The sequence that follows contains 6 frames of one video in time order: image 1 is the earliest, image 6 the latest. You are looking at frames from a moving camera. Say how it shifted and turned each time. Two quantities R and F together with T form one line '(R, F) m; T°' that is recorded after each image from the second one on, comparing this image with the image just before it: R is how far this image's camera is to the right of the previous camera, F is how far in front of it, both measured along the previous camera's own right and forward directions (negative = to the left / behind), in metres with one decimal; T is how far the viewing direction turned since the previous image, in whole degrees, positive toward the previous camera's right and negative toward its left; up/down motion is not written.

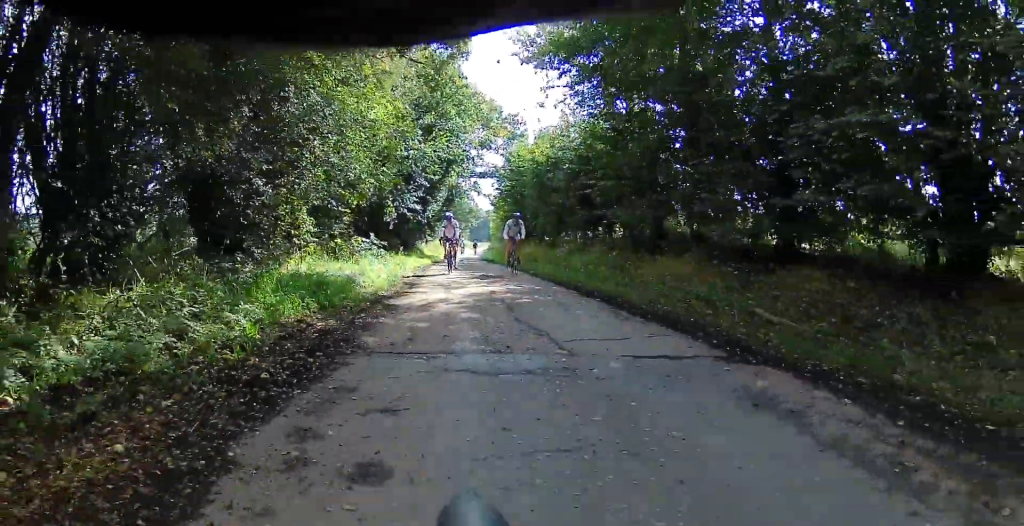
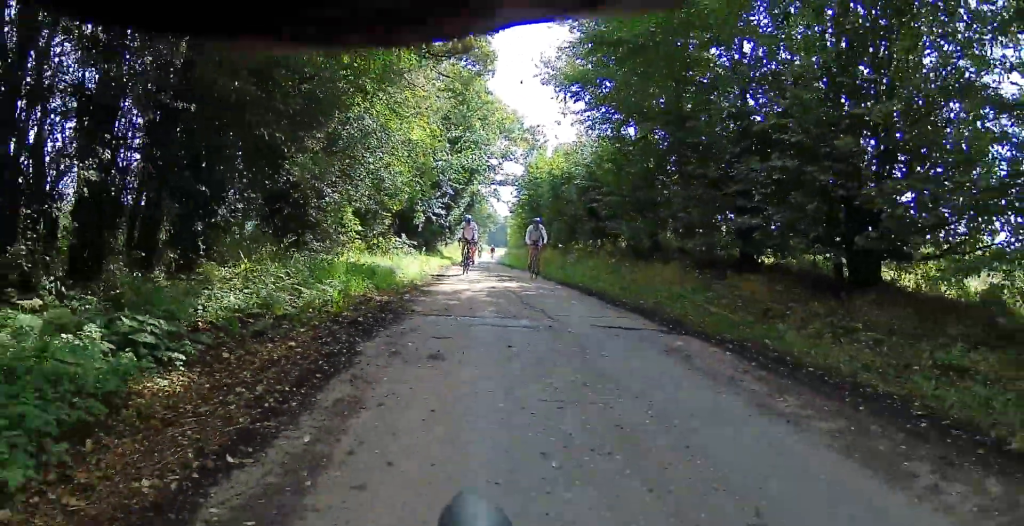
(0.0, +1.9) m; 0°
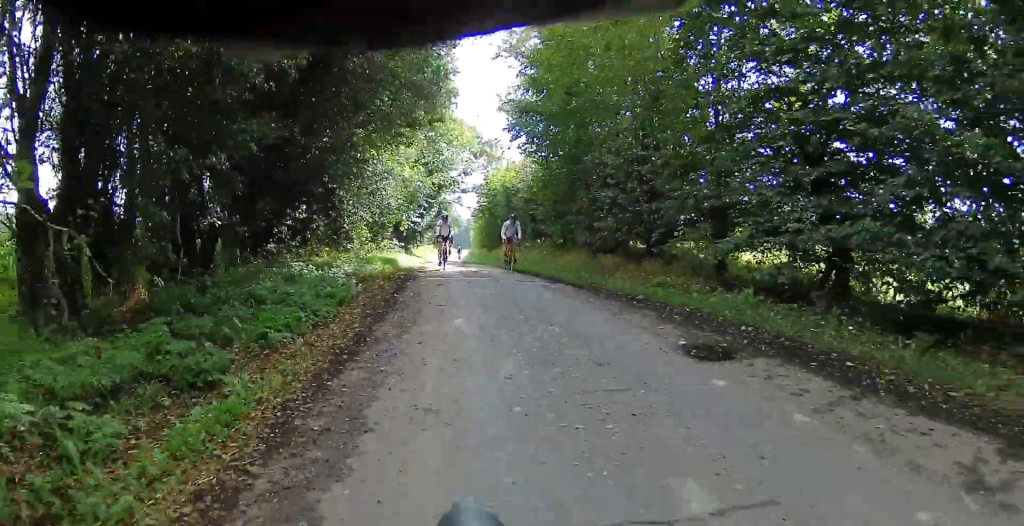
(0.0, +5.8) m; 0°
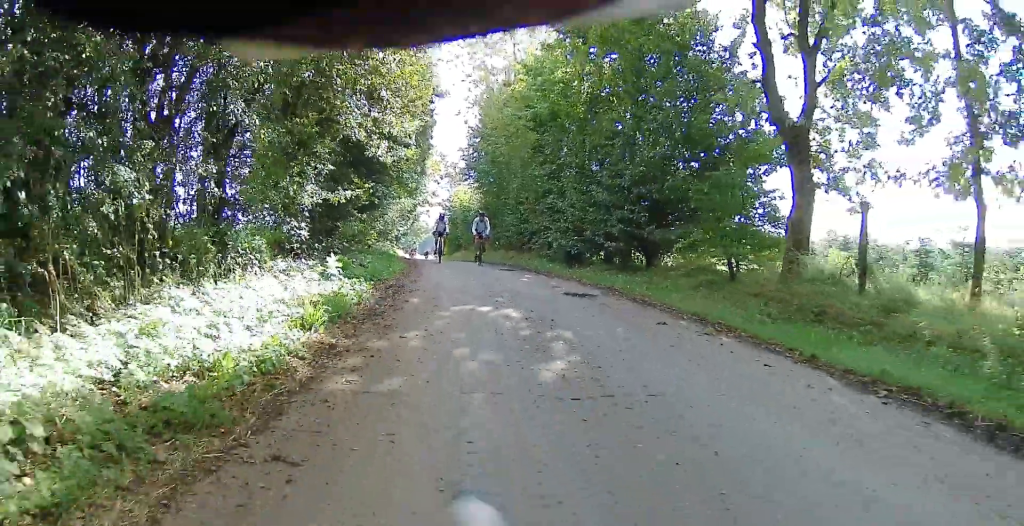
(+0.1, +10.9) m; +4°
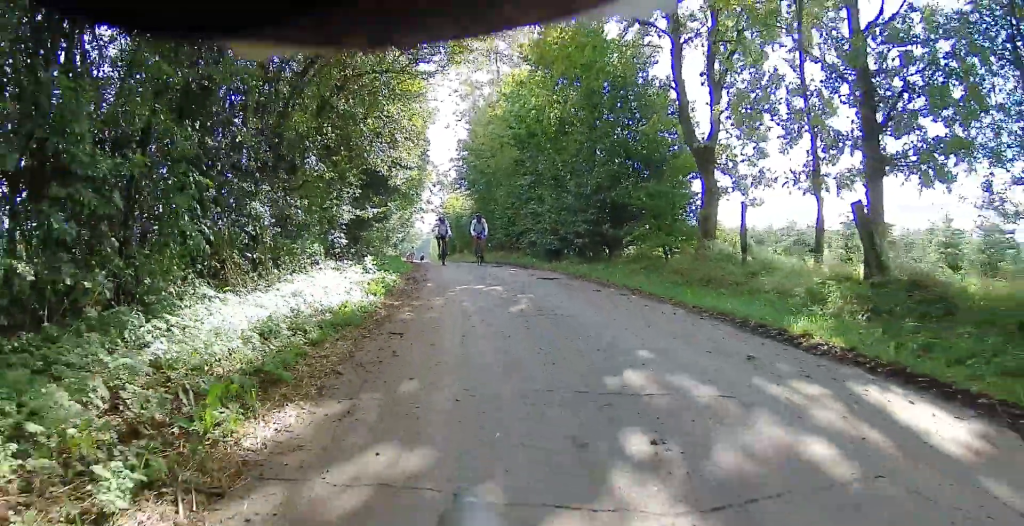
(+0.1, +2.7) m; +2°
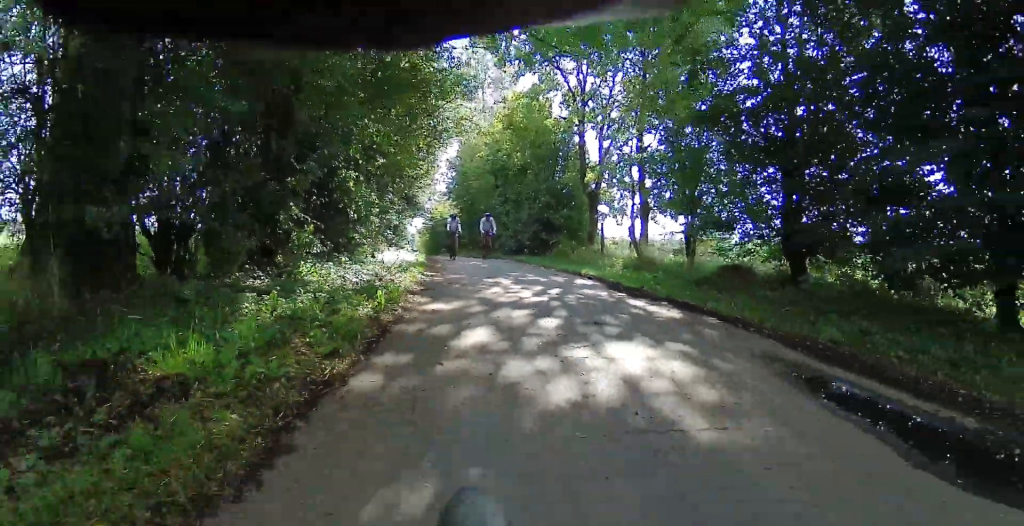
(+0.1, +7.9) m; +1°
